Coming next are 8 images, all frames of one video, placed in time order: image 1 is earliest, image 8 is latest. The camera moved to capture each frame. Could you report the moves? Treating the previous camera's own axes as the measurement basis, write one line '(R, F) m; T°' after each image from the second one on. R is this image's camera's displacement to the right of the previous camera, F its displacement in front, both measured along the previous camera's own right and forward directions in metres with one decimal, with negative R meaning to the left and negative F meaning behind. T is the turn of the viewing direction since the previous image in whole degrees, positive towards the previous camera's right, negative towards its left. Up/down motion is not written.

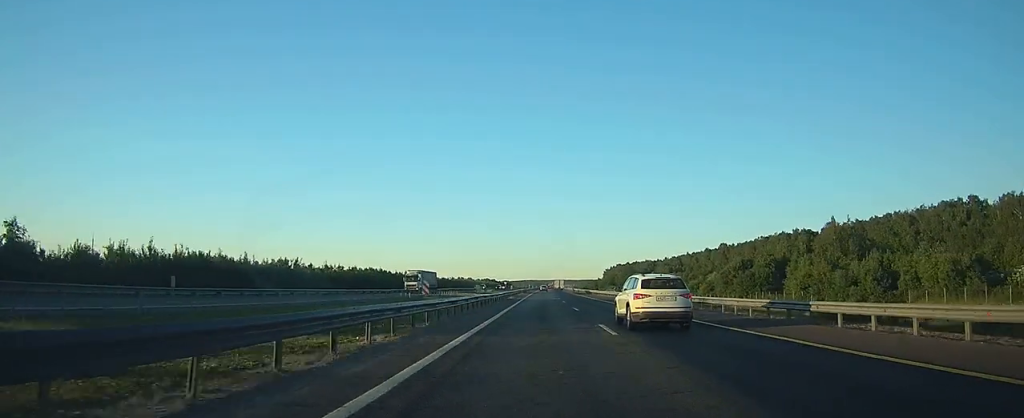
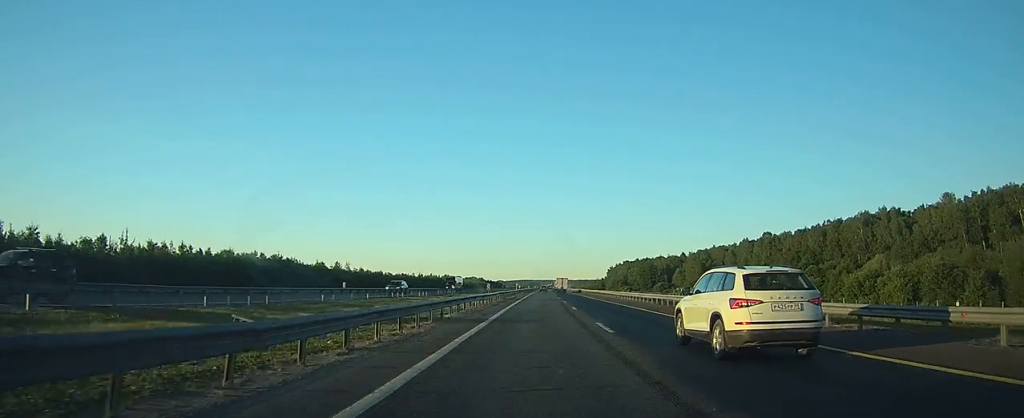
(+0.3, +78.5) m; 0°
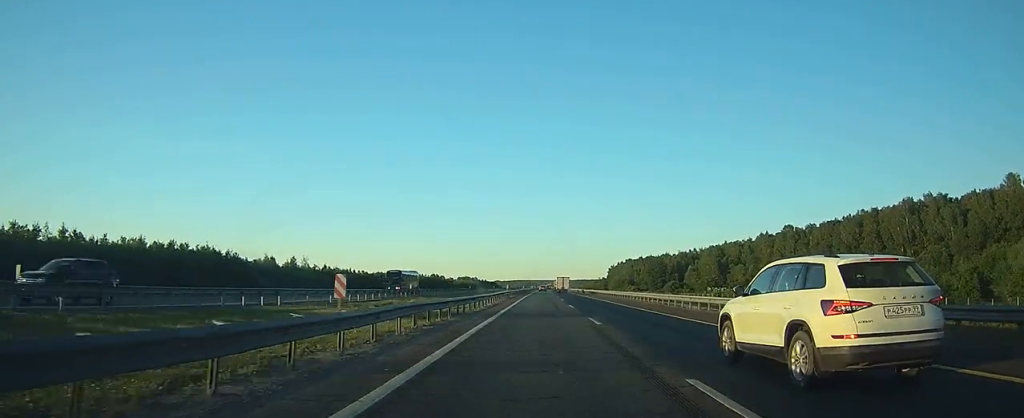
(0.0, +28.4) m; 0°
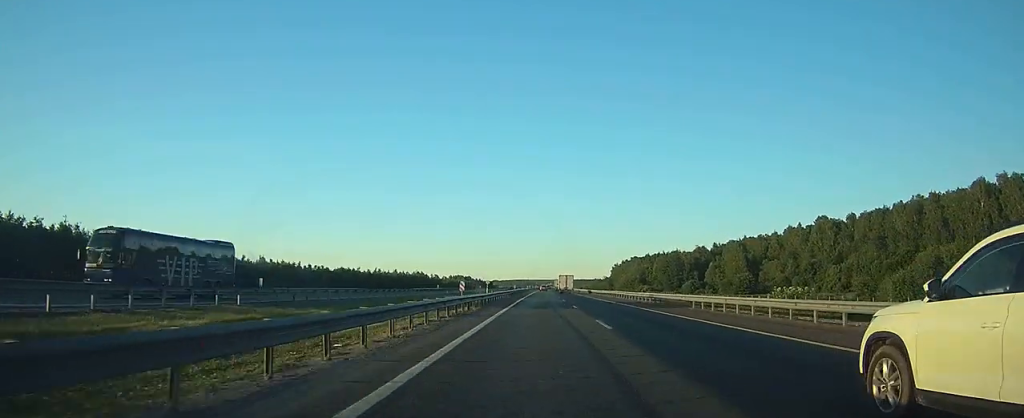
(+0.1, +34.4) m; 0°
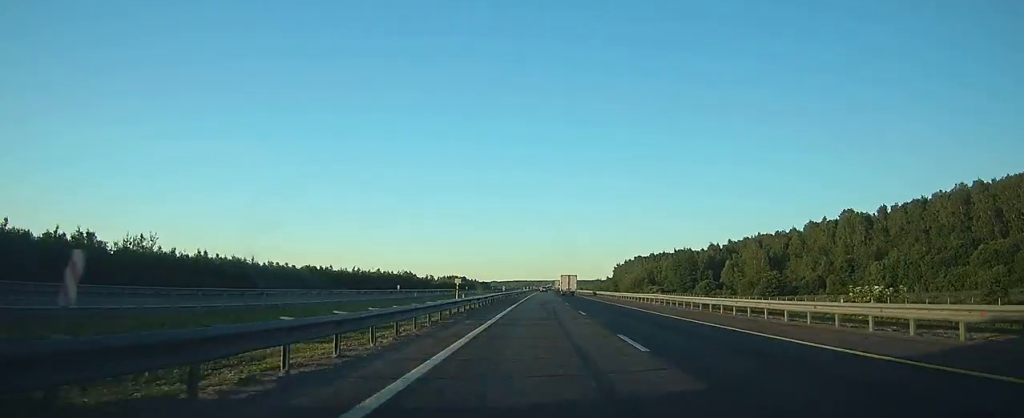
(0.0, +21.4) m; 0°
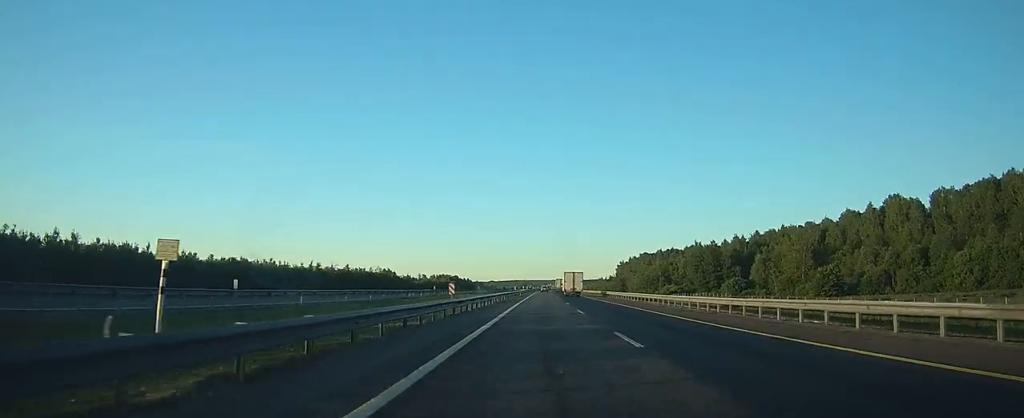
(+0.1, +31.2) m; 0°
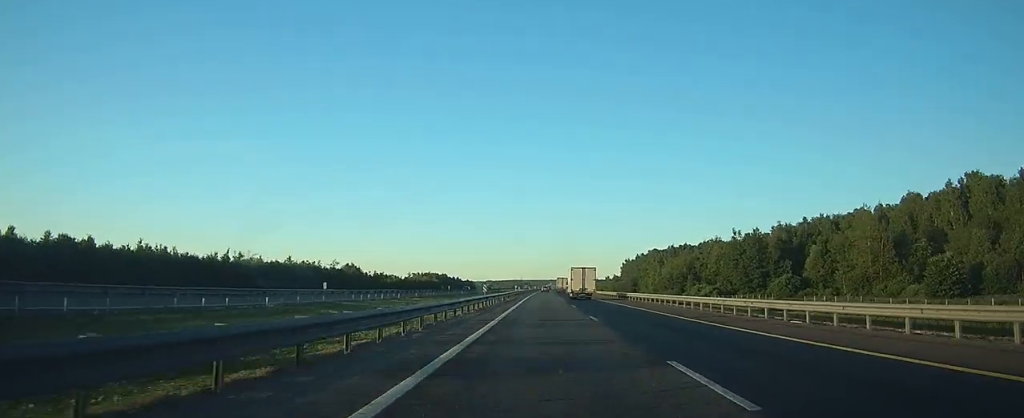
(+0.1, +38.5) m; 0°
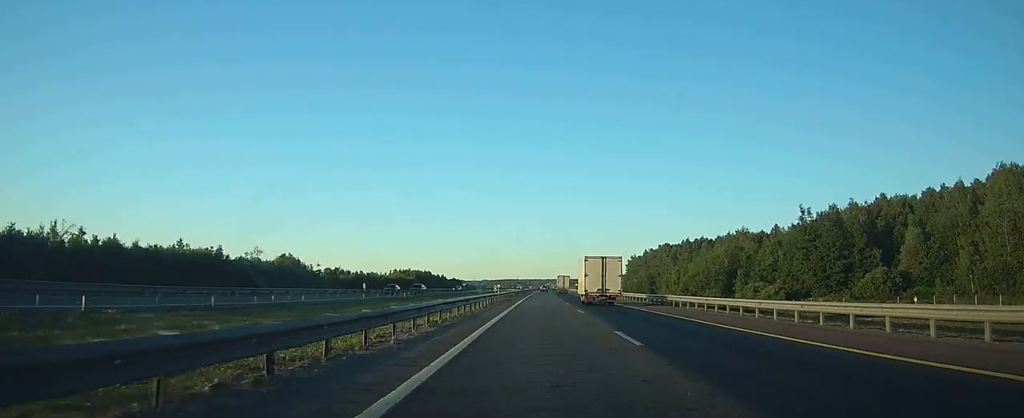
(+0.1, +41.1) m; 0°
